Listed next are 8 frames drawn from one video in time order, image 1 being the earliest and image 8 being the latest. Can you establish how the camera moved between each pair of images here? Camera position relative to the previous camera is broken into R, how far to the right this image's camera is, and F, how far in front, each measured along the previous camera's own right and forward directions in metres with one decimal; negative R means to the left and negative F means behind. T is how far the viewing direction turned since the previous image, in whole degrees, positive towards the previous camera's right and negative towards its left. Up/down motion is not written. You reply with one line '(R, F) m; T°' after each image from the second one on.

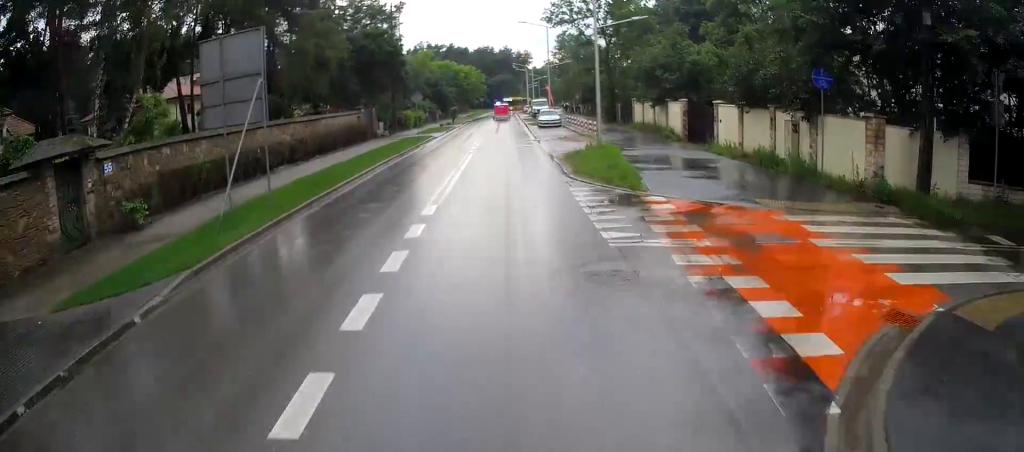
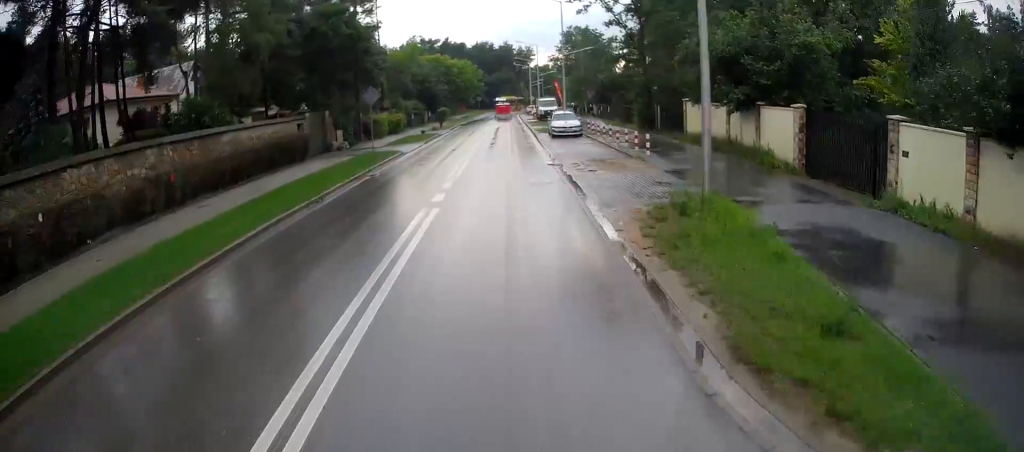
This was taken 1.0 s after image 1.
(-0.7, +12.2) m; -3°
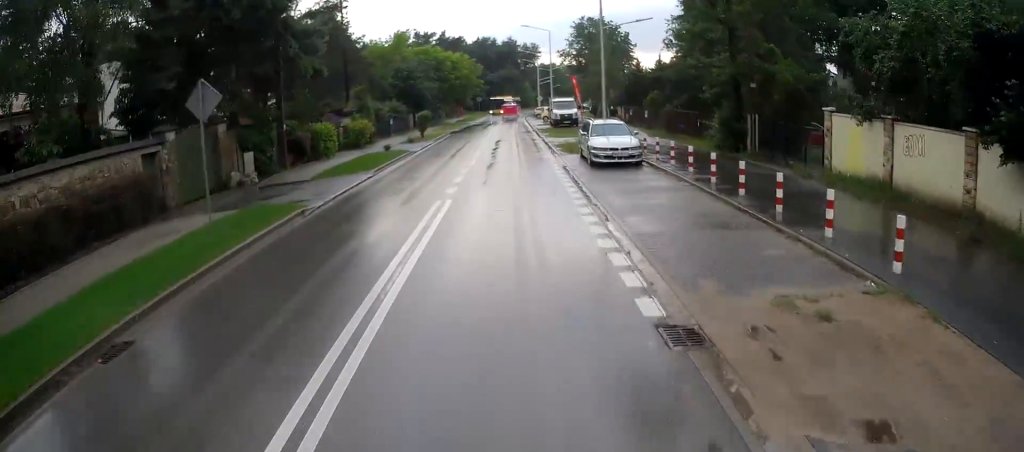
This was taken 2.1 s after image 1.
(-0.1, +14.2) m; 0°
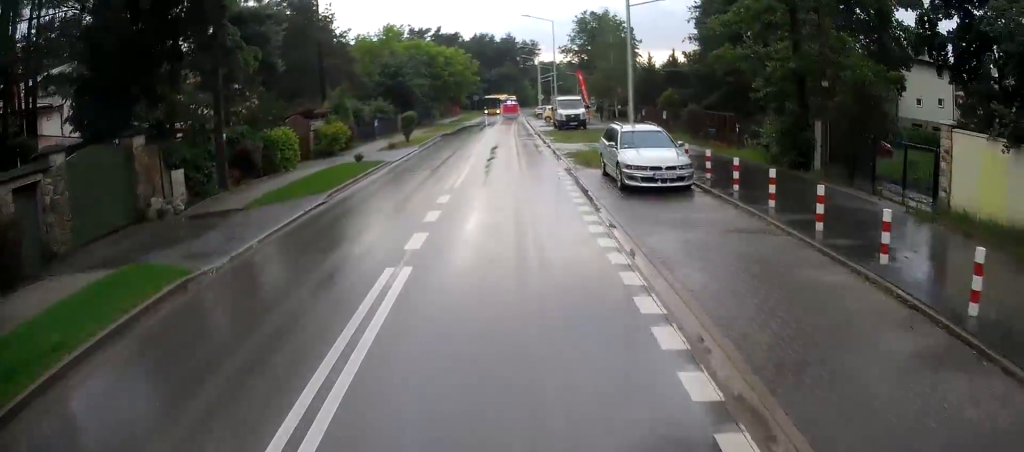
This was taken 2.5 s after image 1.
(0.0, +5.6) m; 0°
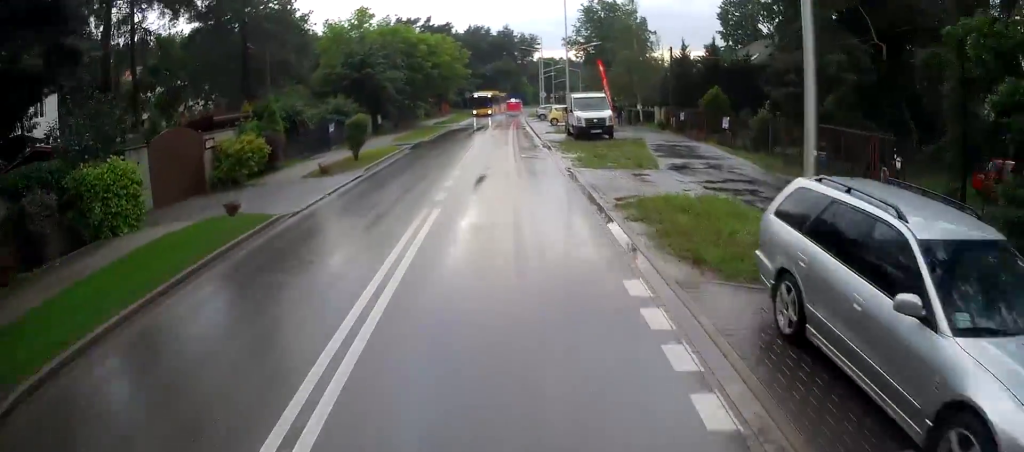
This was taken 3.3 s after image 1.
(+0.1, +11.6) m; -2°
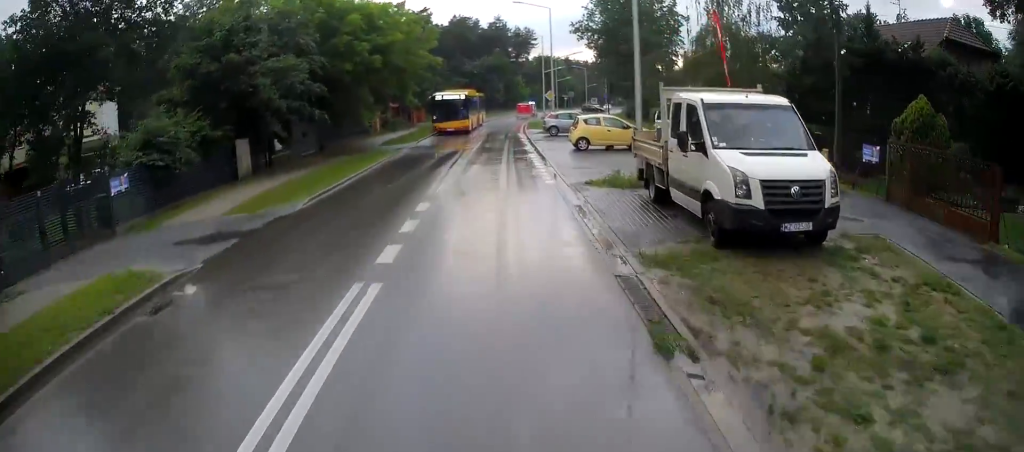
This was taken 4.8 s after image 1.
(+0.1, +21.6) m; +2°
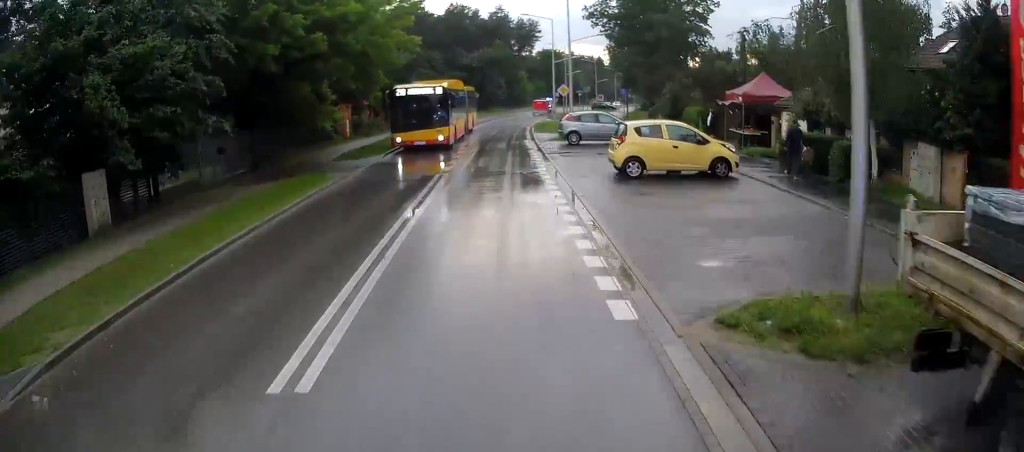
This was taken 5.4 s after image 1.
(+0.3, +10.2) m; 0°
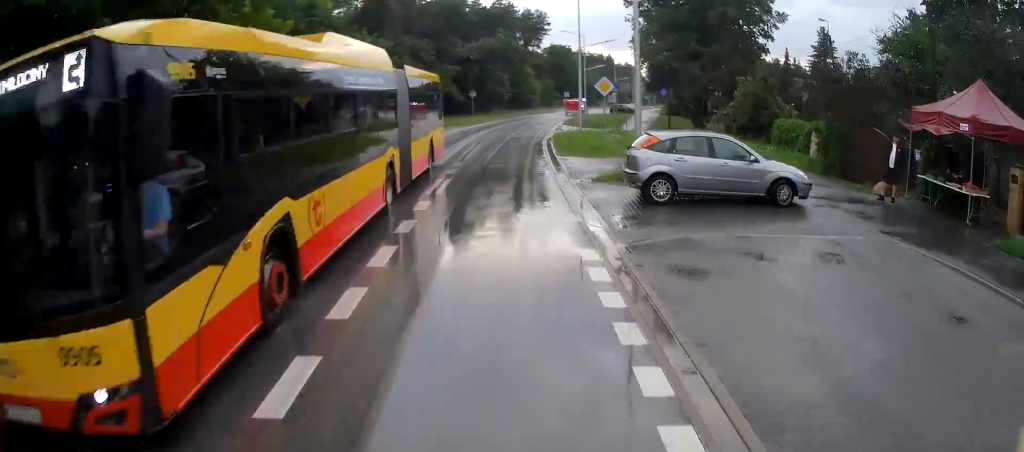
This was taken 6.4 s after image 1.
(-0.7, +15.0) m; -1°
